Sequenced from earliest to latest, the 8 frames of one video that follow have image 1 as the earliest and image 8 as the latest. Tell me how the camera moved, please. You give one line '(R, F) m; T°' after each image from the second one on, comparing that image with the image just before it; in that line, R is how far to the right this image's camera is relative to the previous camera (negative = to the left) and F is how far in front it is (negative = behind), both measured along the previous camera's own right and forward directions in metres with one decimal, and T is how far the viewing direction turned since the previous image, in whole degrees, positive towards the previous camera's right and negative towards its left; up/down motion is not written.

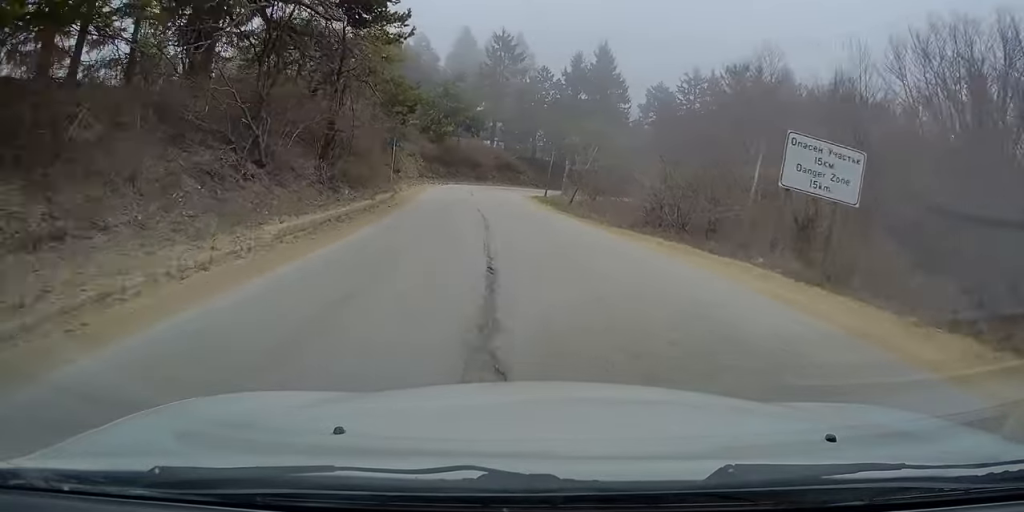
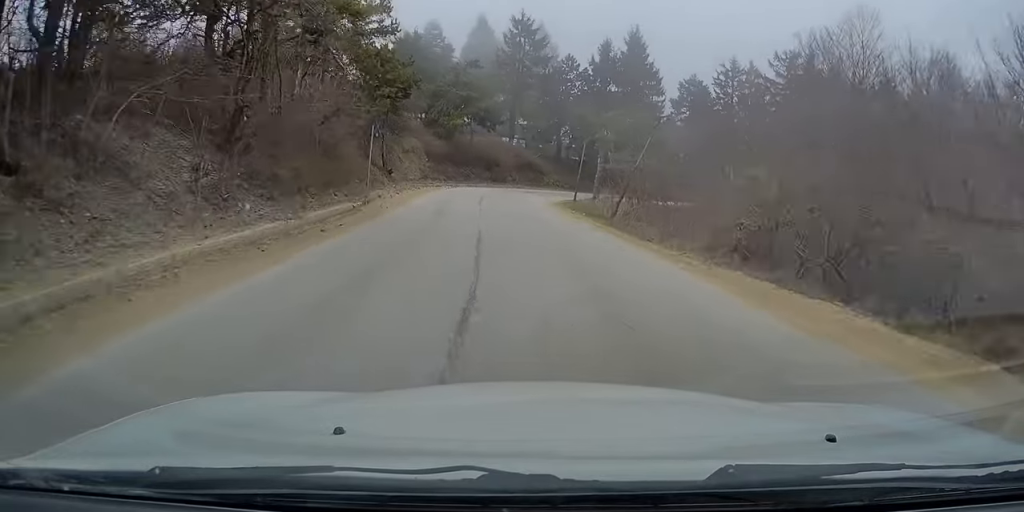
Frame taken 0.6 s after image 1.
(-0.3, +9.9) m; -3°
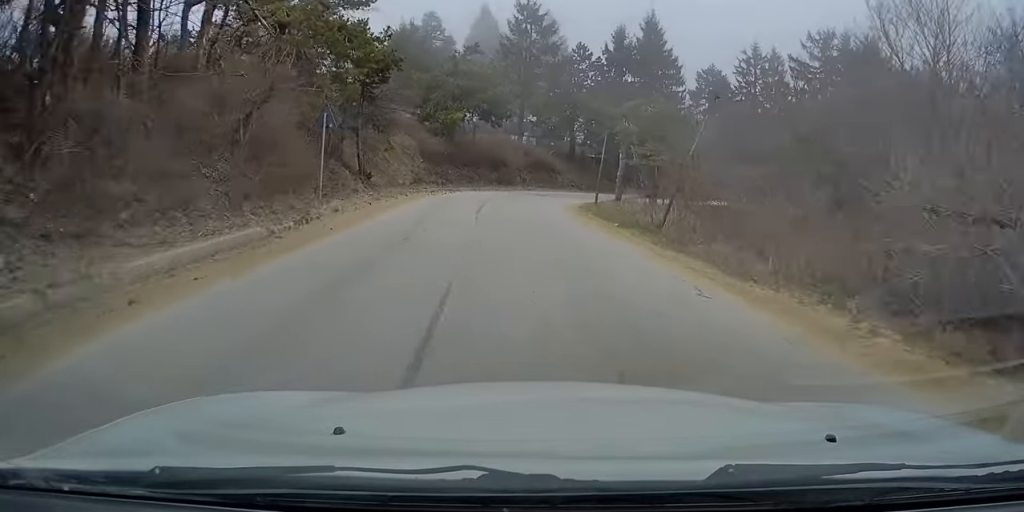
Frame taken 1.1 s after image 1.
(-0.2, +7.3) m; -1°
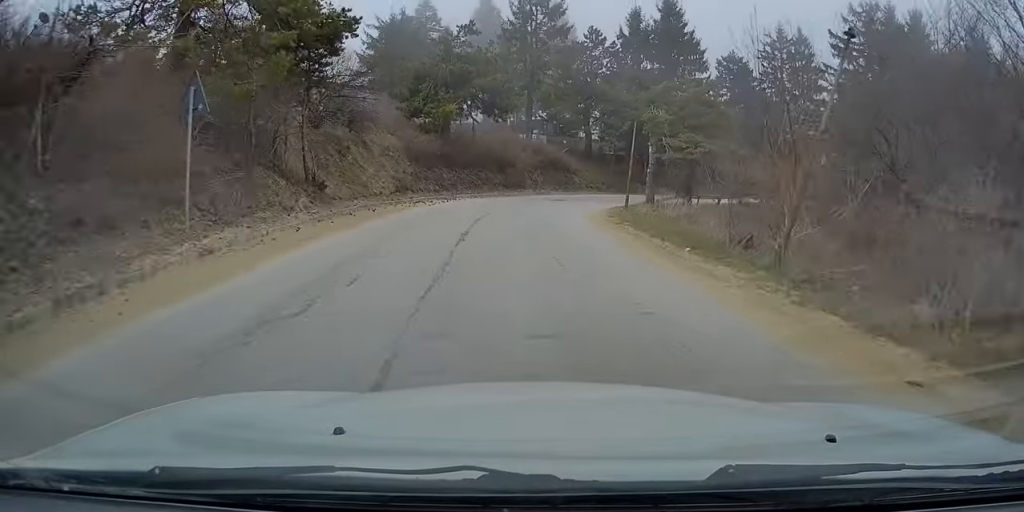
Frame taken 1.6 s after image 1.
(-0.1, +8.3) m; 0°
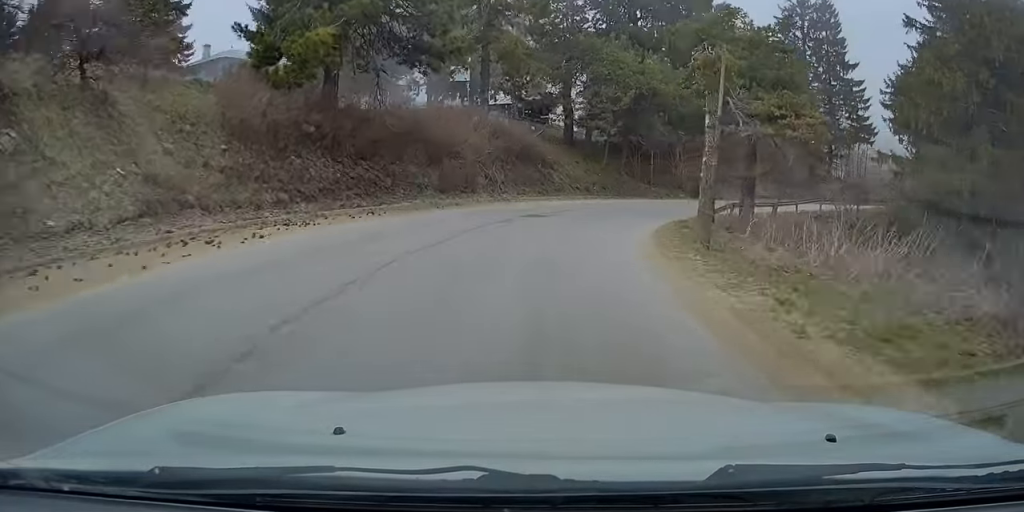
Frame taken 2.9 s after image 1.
(+0.6, +19.1) m; +7°
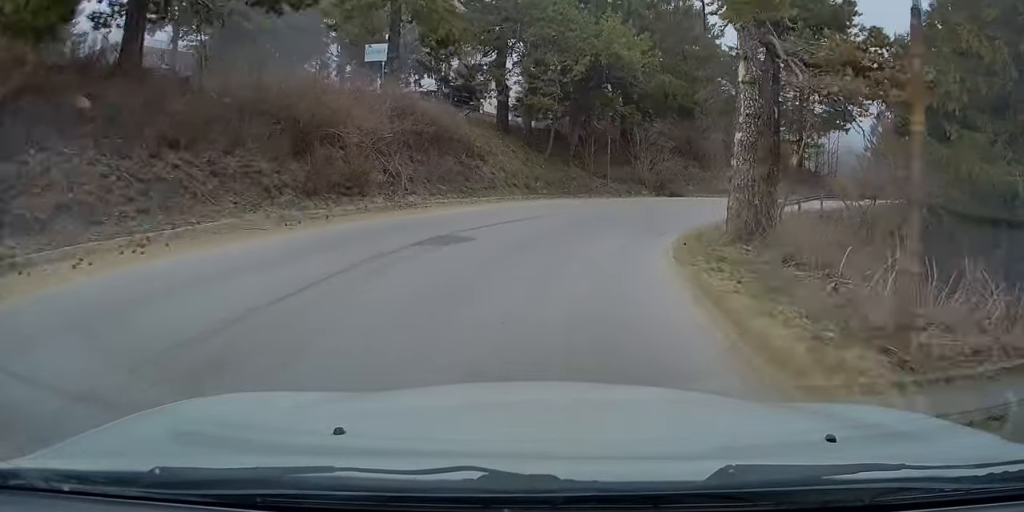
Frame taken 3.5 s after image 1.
(0.0, +9.4) m; +7°
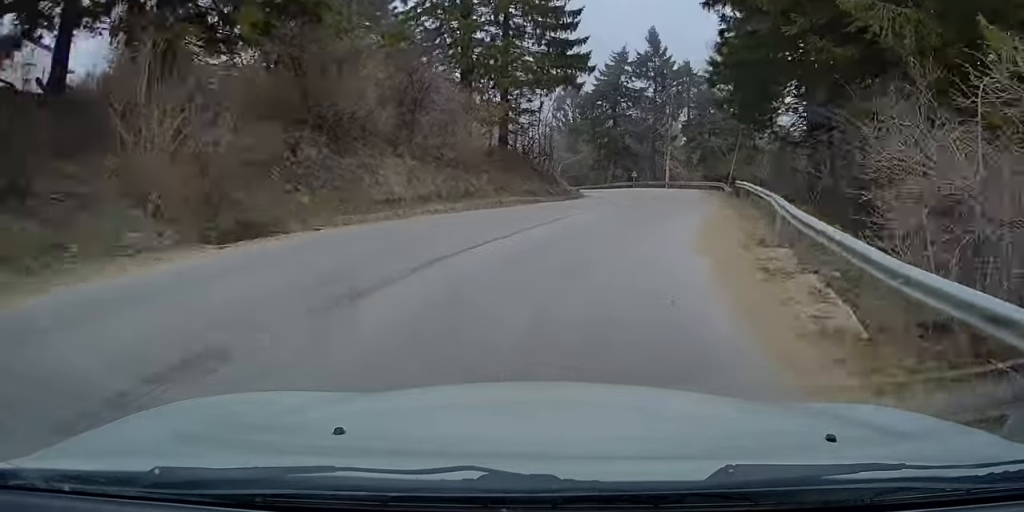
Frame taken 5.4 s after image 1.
(+6.9, +27.2) m; +26°
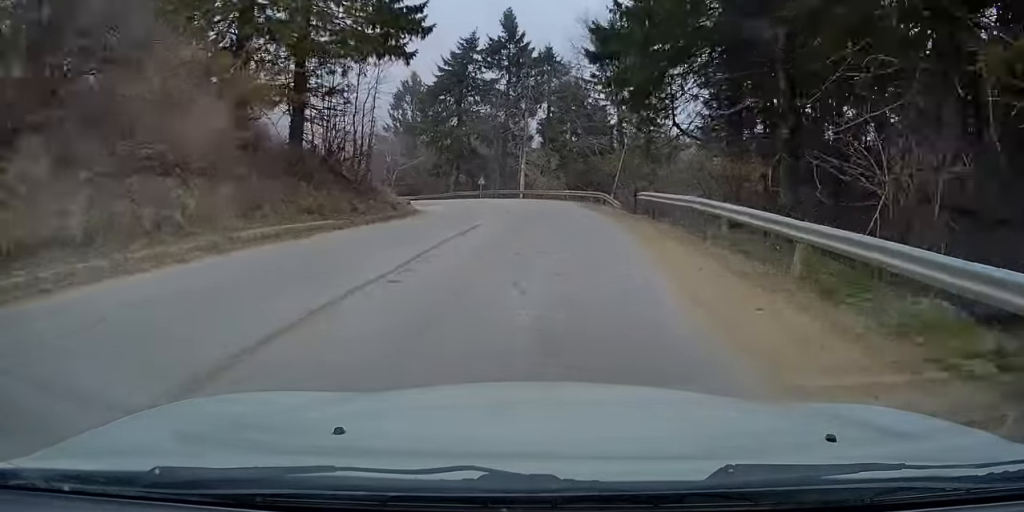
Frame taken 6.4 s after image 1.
(+1.2, +13.2) m; +6°
